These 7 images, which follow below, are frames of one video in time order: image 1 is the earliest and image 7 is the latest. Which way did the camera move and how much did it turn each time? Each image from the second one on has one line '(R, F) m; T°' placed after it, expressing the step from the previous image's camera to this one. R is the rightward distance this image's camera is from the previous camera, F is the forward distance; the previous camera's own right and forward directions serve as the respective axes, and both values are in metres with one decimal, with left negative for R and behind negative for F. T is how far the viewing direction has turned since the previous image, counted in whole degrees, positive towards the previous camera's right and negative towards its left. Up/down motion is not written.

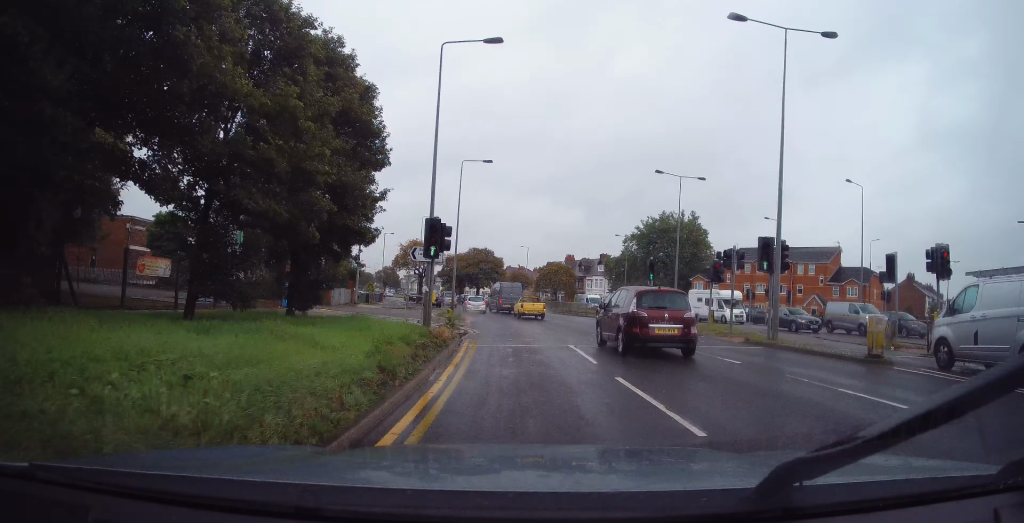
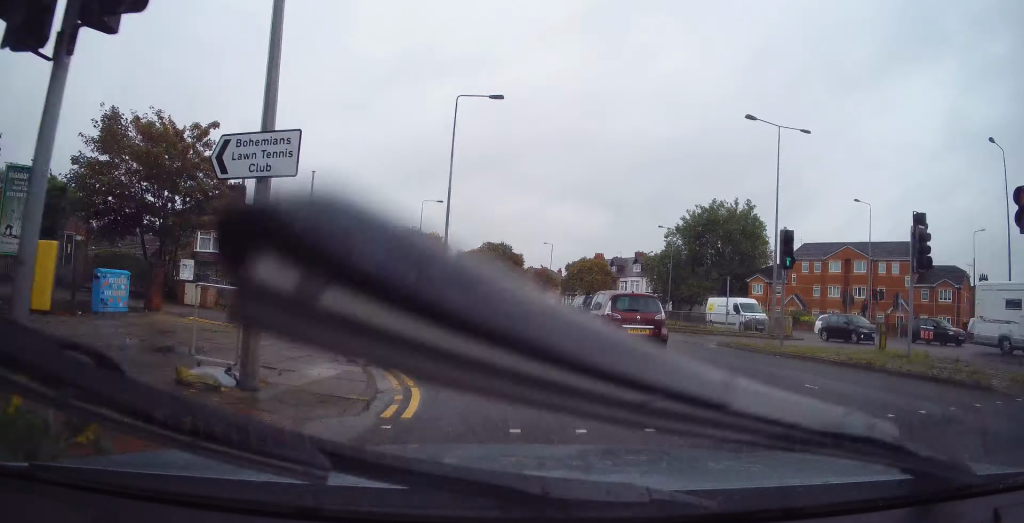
(-0.7, +13.9) m; -6°
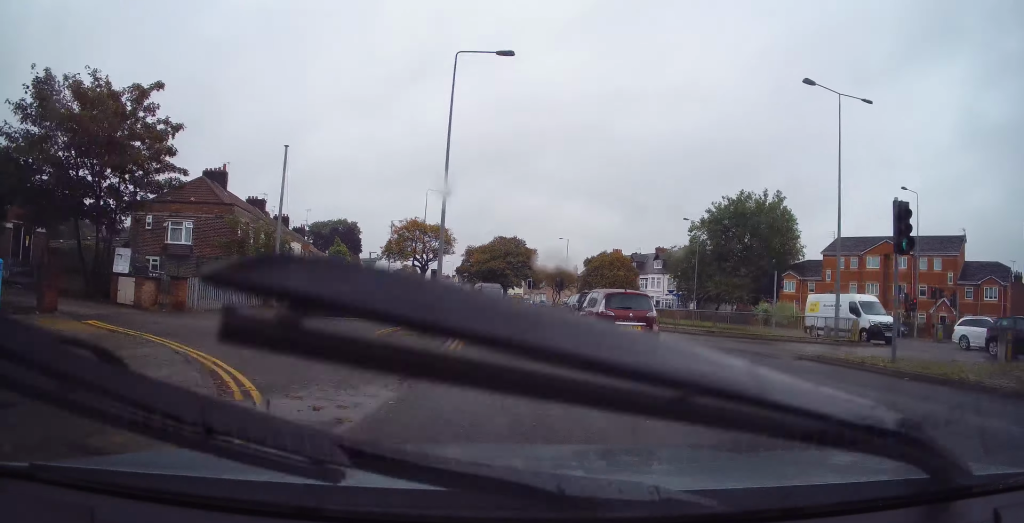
(-0.1, +5.0) m; 0°
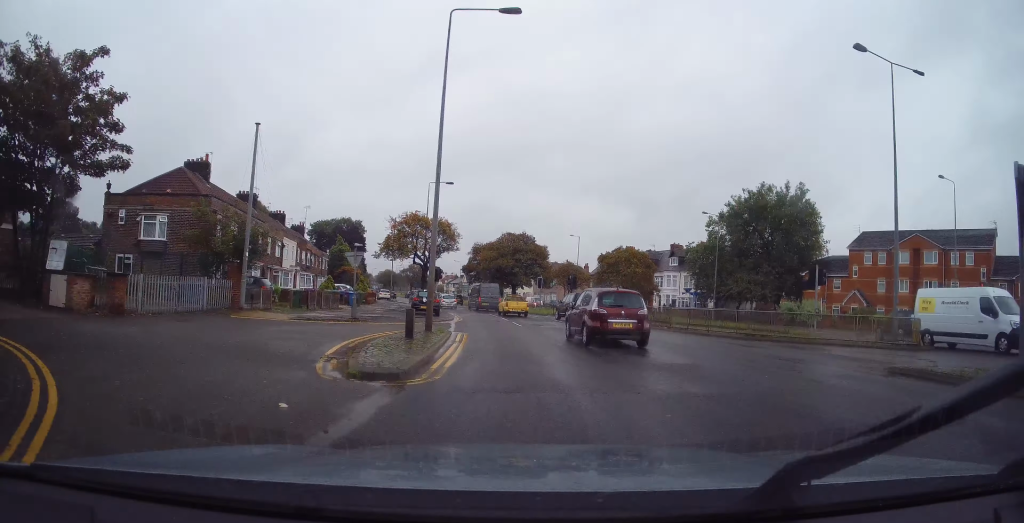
(0.0, +3.7) m; 0°
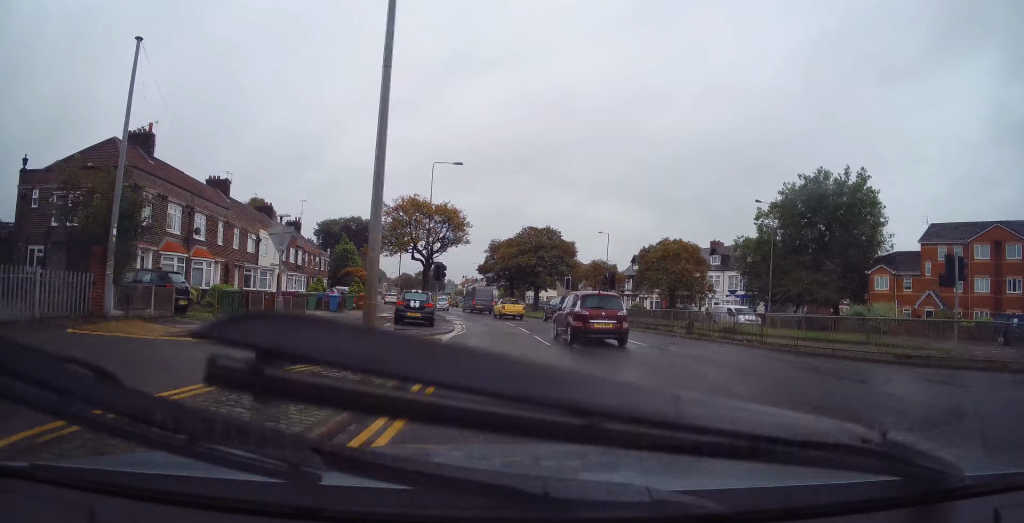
(+0.1, +8.8) m; -2°
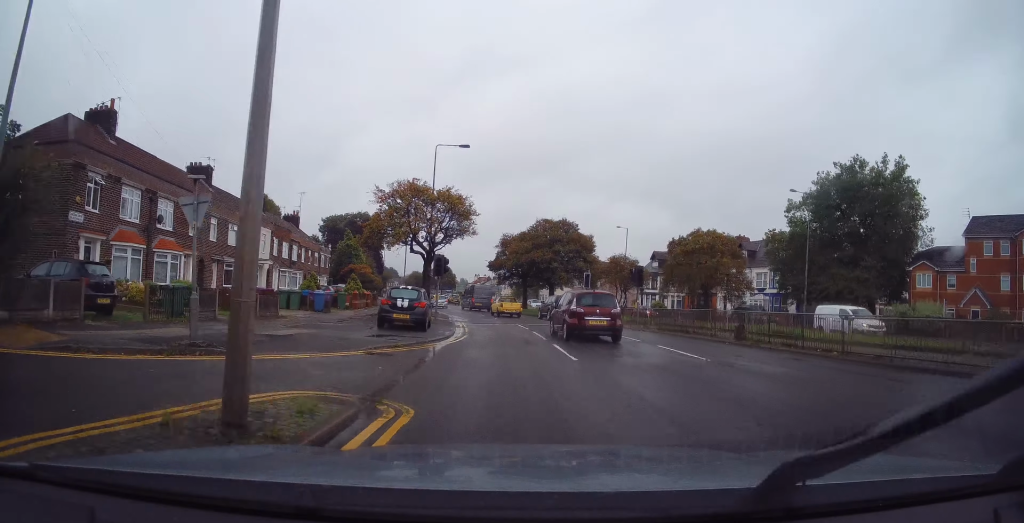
(-0.1, +4.5) m; -2°
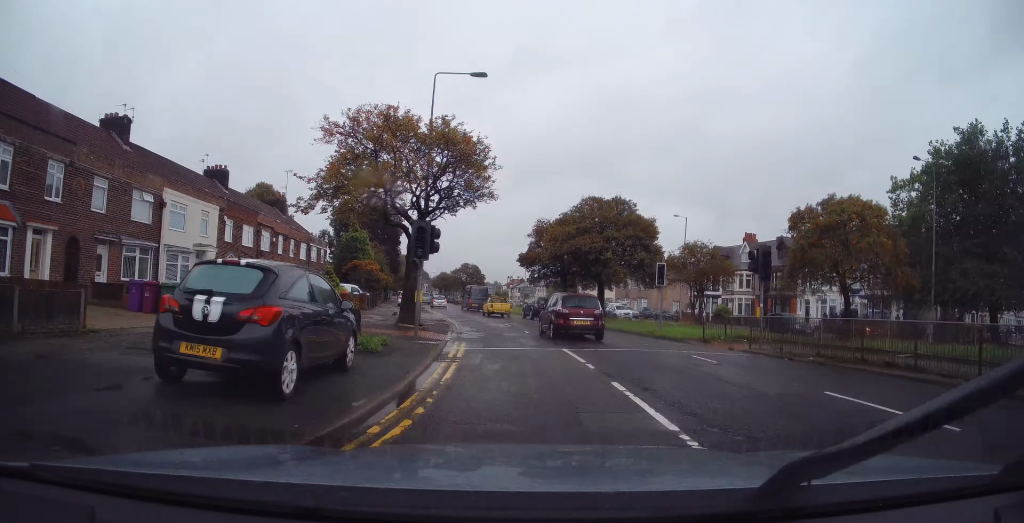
(-0.6, +12.7) m; -5°
